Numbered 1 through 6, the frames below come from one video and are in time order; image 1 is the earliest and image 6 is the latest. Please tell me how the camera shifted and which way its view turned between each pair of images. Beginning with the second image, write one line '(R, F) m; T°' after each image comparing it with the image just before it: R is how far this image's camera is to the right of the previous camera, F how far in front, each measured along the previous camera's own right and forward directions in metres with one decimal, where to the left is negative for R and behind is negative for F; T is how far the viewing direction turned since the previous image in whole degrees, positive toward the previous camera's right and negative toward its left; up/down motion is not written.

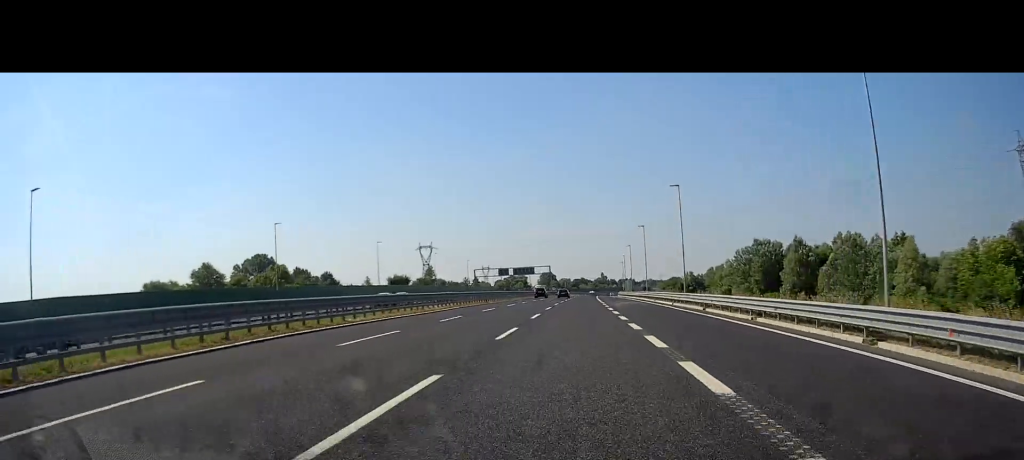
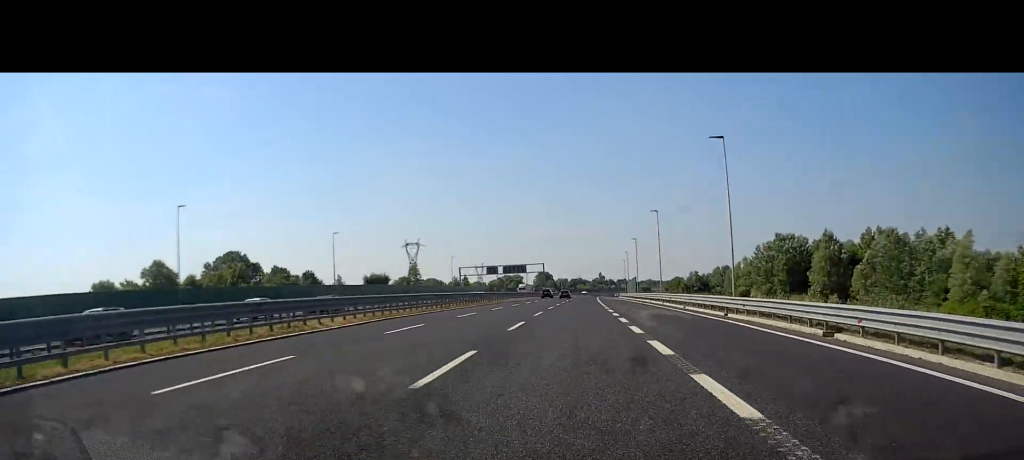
(+0.1, +19.5) m; +1°
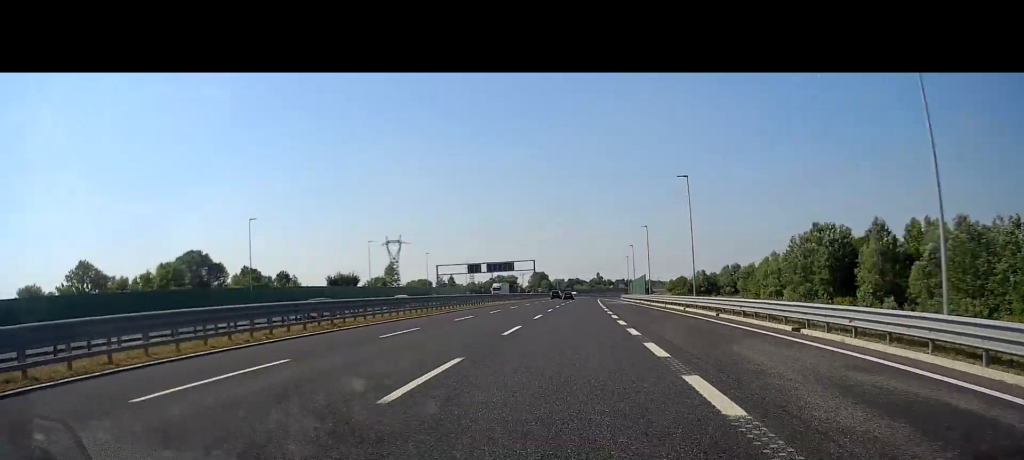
(+0.2, +23.9) m; 0°
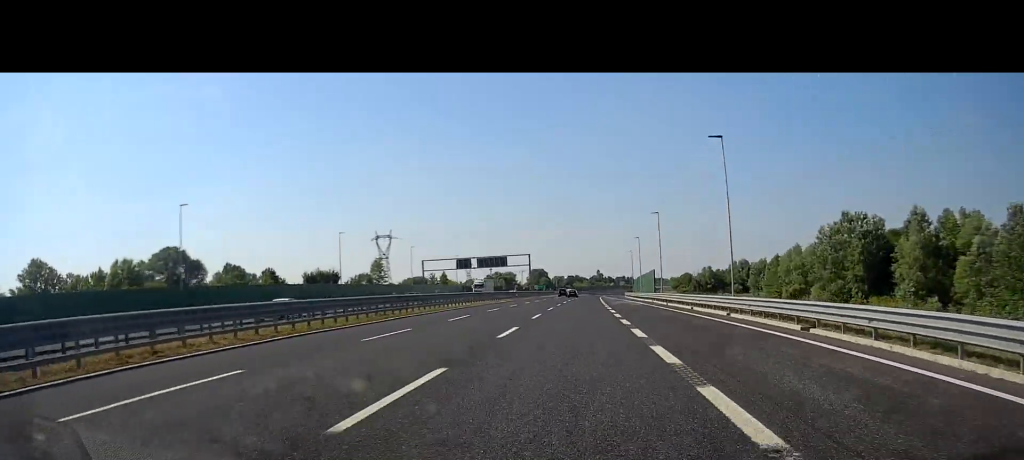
(+0.1, +13.2) m; 0°
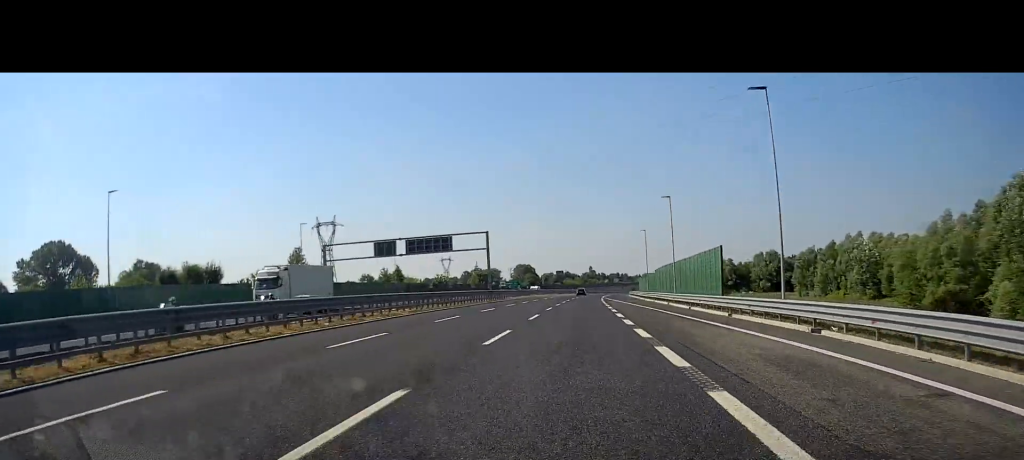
(+0.1, +48.6) m; +1°
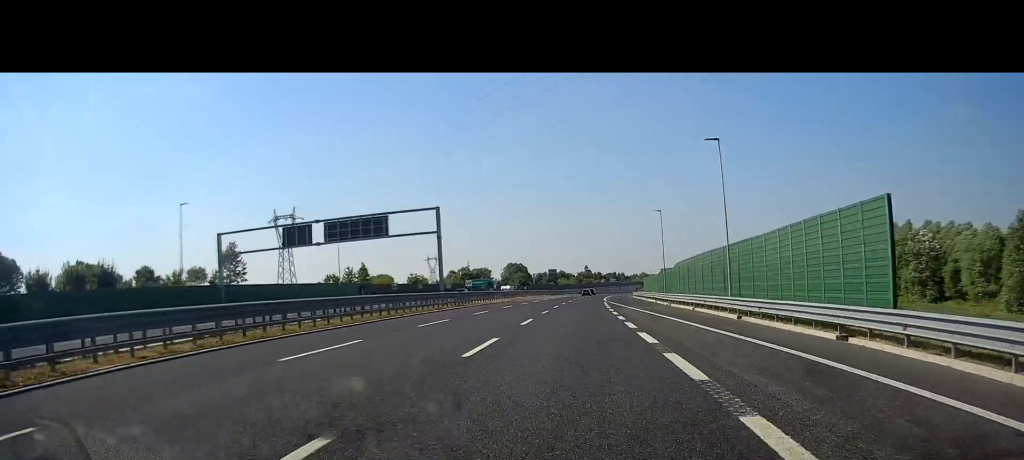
(+0.2, +25.8) m; +1°
